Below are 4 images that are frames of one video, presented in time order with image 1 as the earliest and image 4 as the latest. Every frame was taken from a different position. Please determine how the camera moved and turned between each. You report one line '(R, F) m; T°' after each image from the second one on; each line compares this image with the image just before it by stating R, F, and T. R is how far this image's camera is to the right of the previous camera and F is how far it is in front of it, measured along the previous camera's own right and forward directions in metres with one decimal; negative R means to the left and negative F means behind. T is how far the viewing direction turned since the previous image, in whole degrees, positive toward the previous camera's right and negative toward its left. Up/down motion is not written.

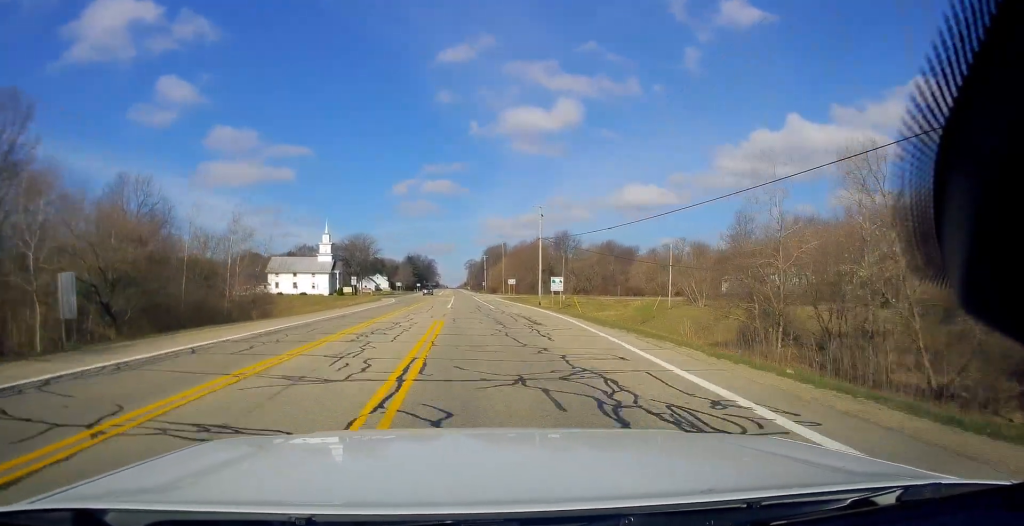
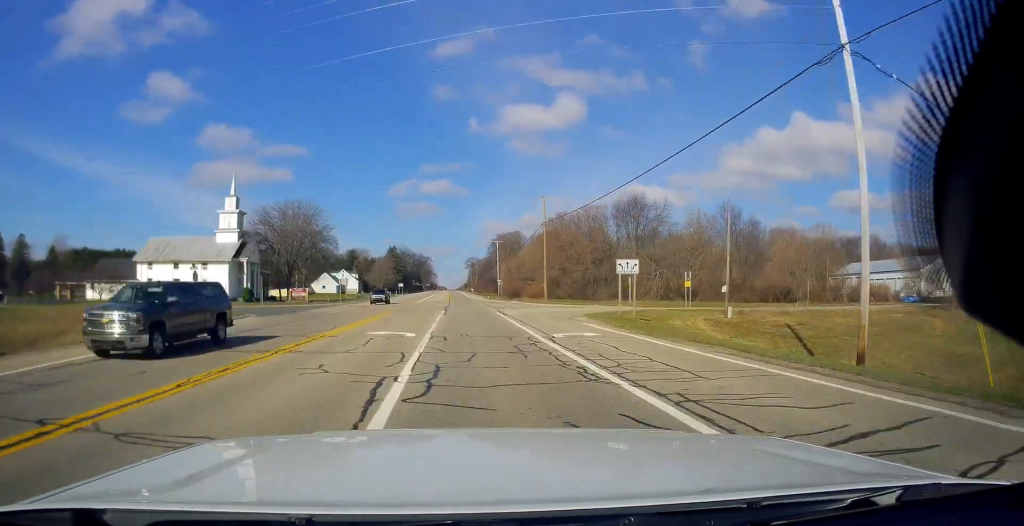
(0.0, +69.9) m; 0°
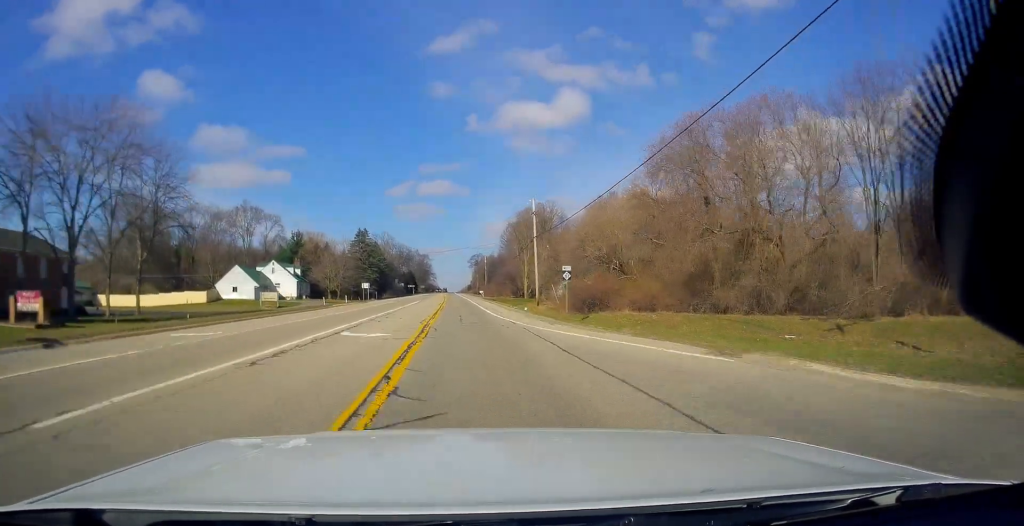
(+0.7, +63.8) m; +2°
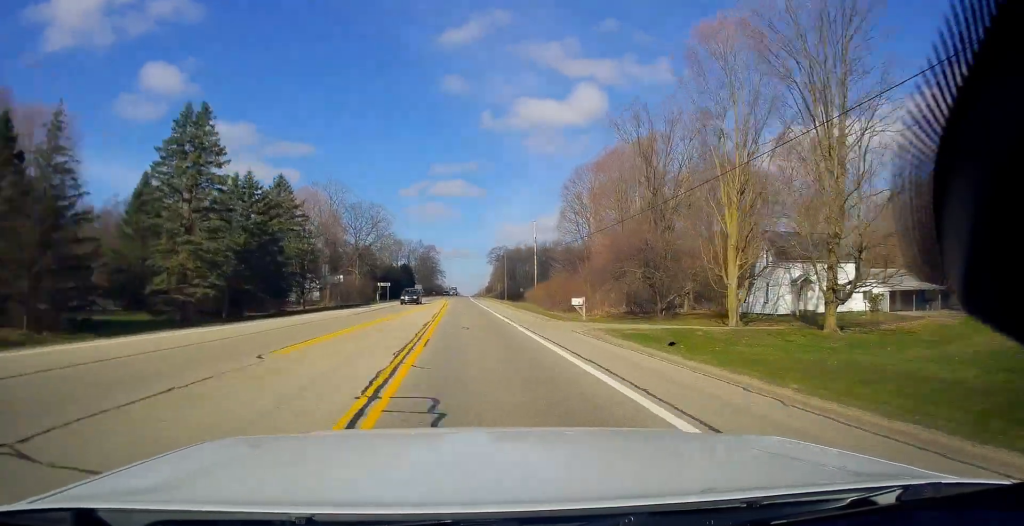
(-1.1, +93.5) m; -2°
